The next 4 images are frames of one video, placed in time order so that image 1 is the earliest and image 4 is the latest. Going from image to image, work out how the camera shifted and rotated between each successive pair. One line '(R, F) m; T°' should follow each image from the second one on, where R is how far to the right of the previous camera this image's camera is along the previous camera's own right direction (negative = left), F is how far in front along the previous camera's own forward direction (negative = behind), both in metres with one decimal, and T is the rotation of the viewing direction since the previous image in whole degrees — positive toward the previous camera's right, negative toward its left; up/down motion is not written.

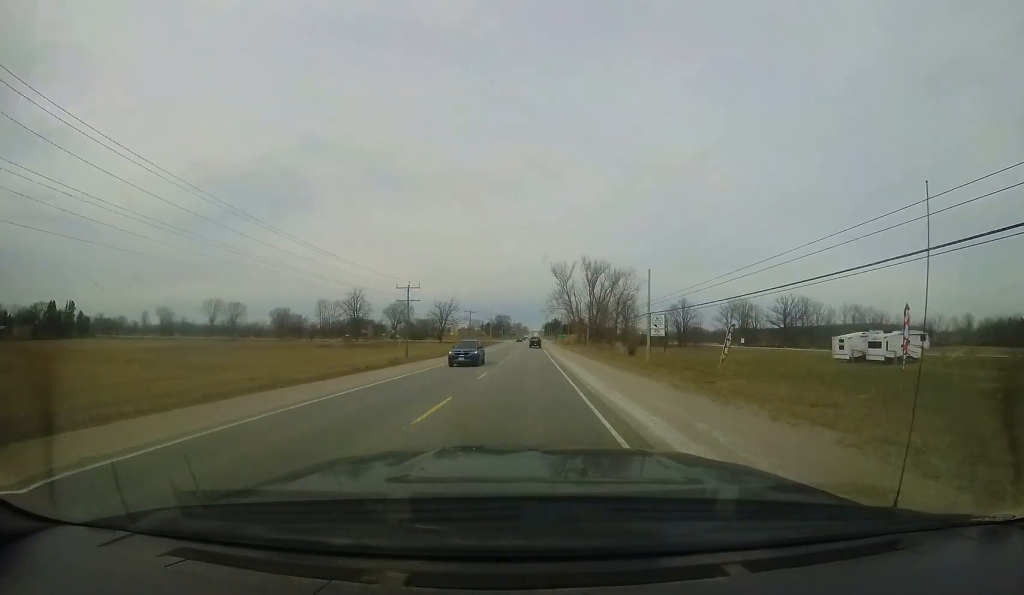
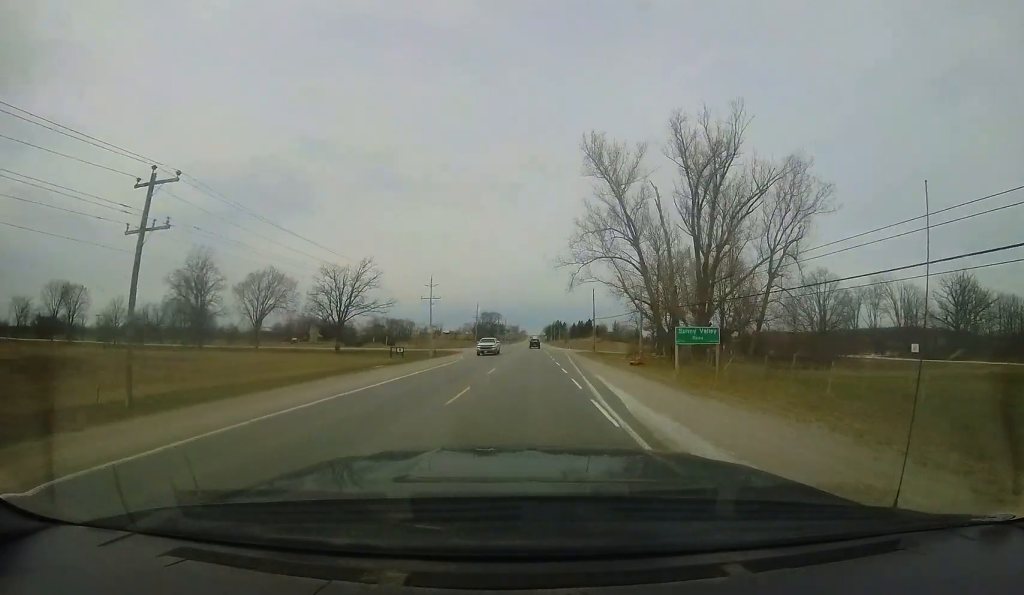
(+1.4, +77.3) m; +2°
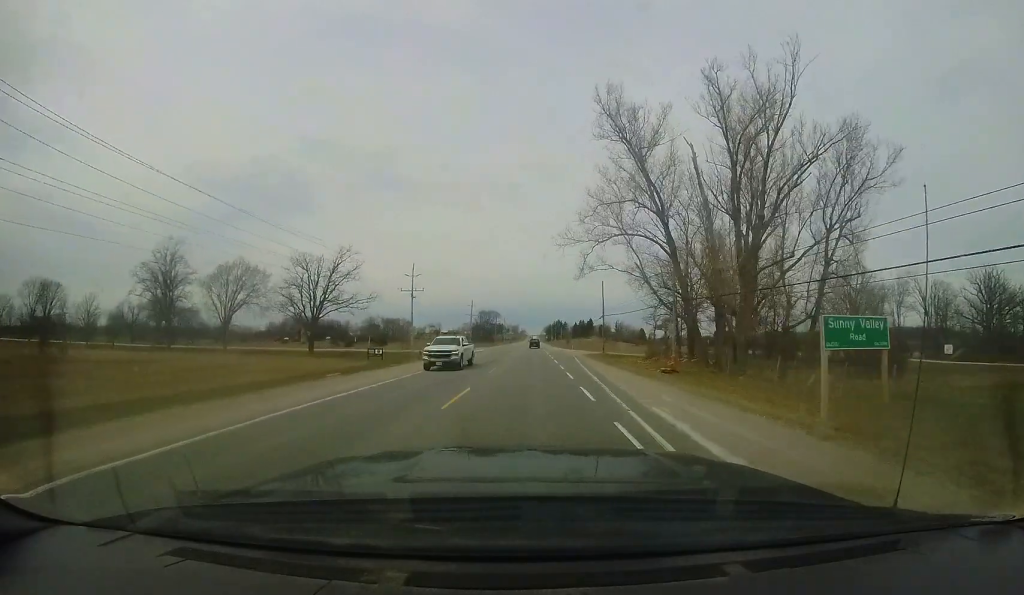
(0.0, +8.8) m; +1°
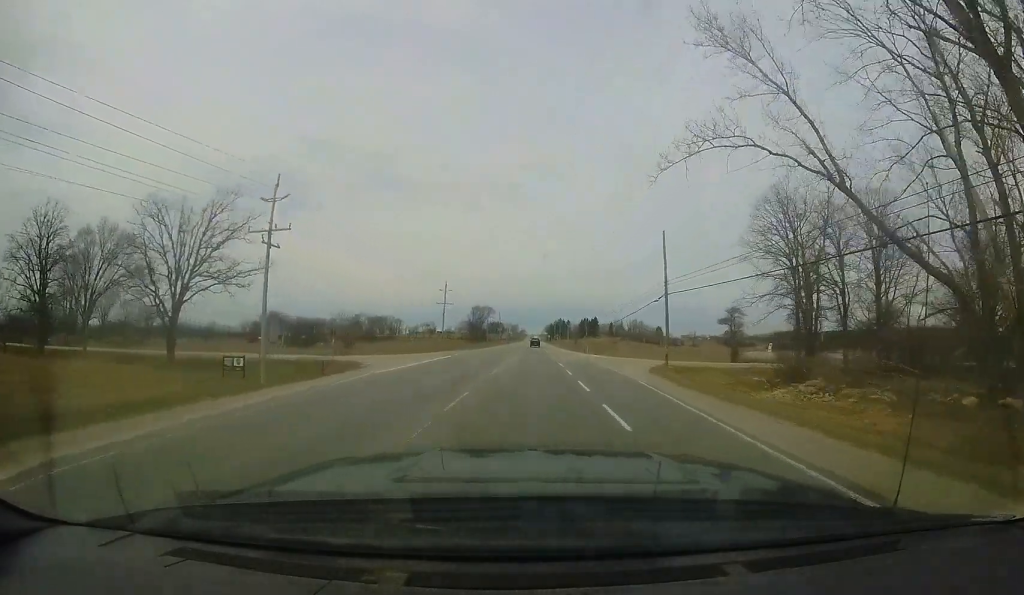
(+0.1, +27.7) m; 0°
